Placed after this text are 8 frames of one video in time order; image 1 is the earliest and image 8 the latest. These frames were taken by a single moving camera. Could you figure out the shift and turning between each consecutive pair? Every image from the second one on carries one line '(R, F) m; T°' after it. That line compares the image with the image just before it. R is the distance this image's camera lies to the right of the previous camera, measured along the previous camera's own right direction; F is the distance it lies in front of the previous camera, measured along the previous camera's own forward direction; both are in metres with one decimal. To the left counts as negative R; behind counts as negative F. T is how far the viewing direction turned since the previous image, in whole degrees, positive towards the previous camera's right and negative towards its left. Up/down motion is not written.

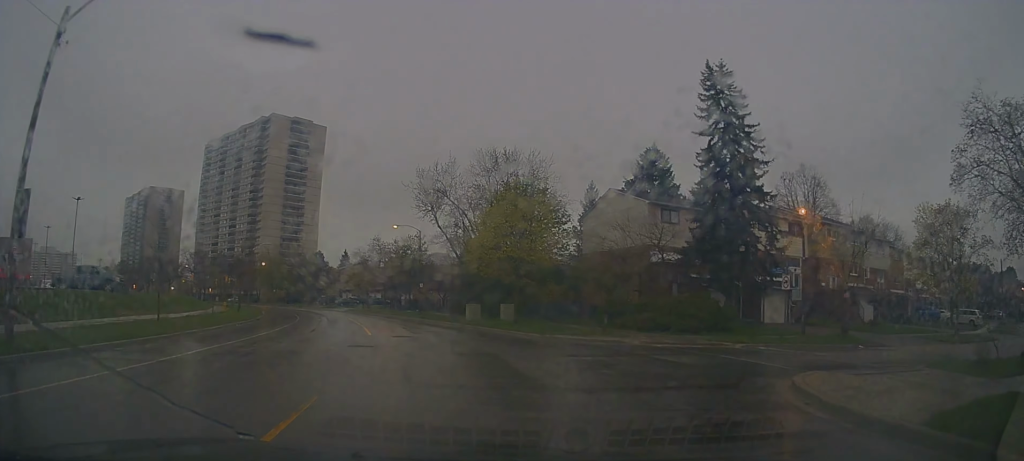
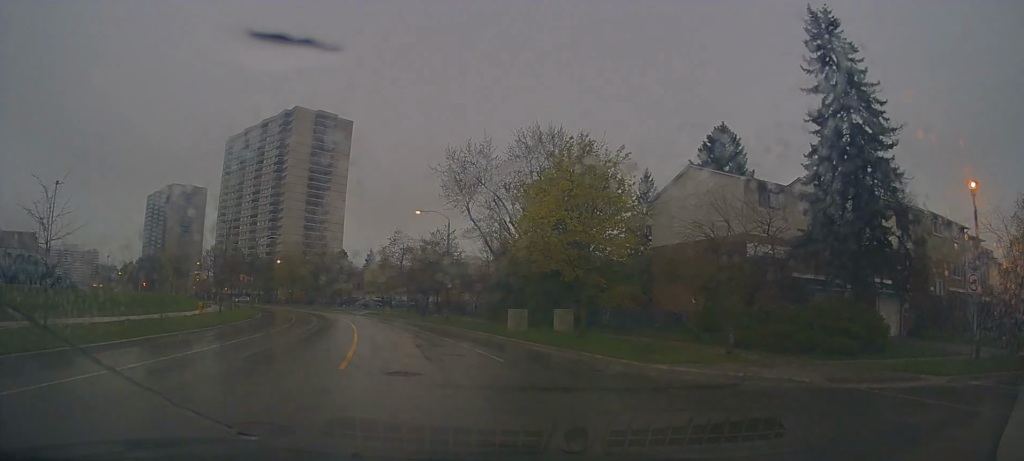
(-0.4, +9.4) m; -6°
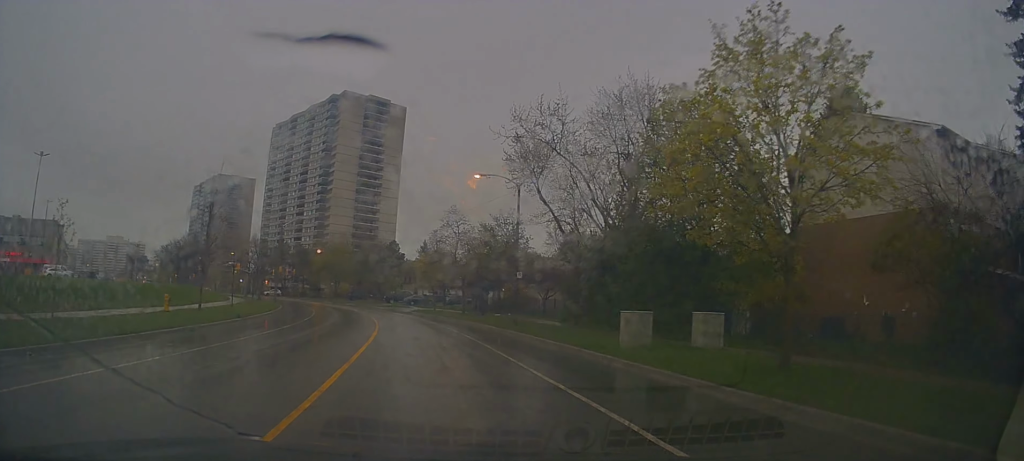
(-0.7, +11.0) m; -4°
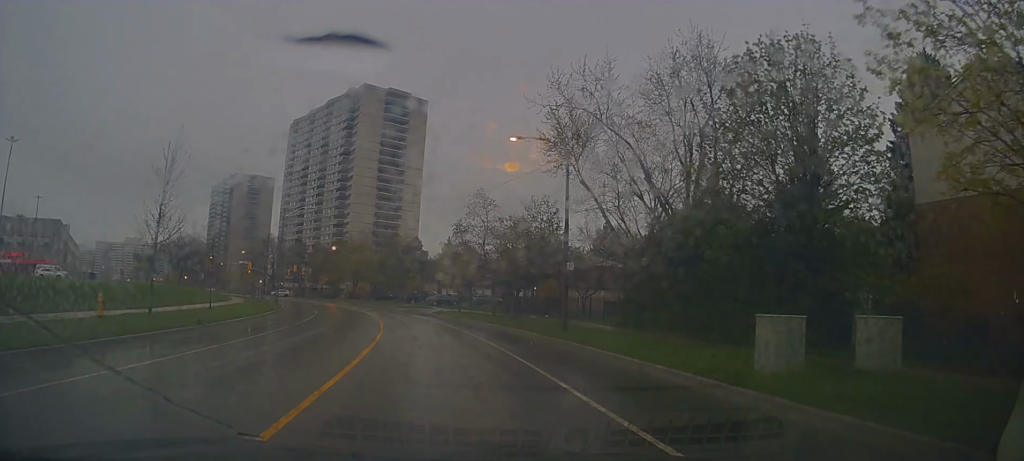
(+0.2, +6.8) m; -2°
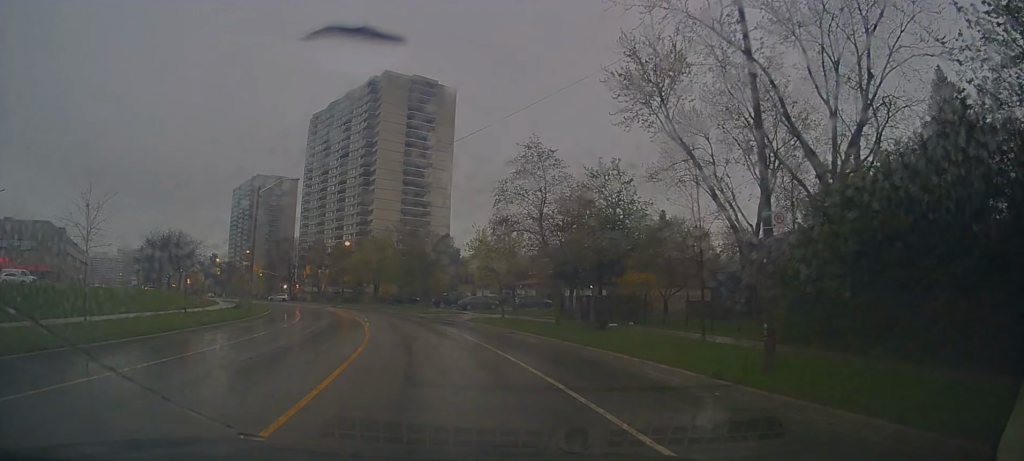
(-1.0, +13.5) m; -6°
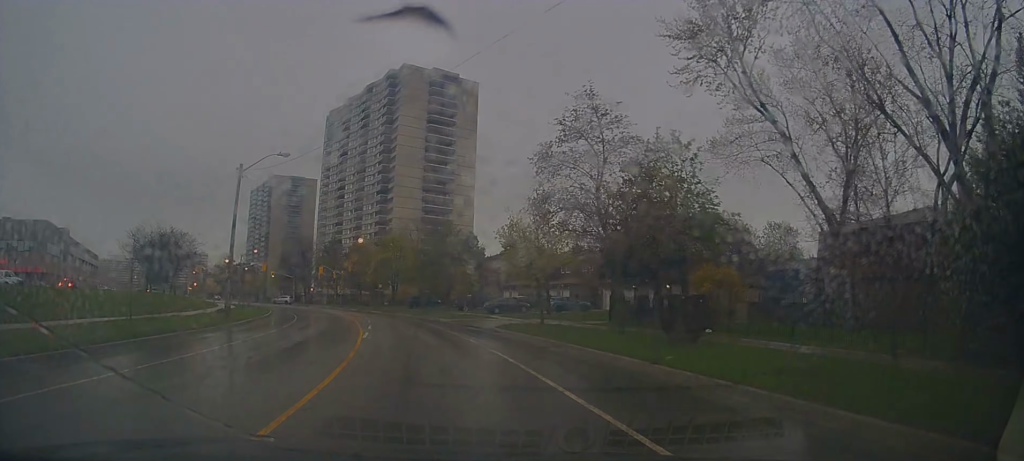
(-0.1, +6.8) m; -1°
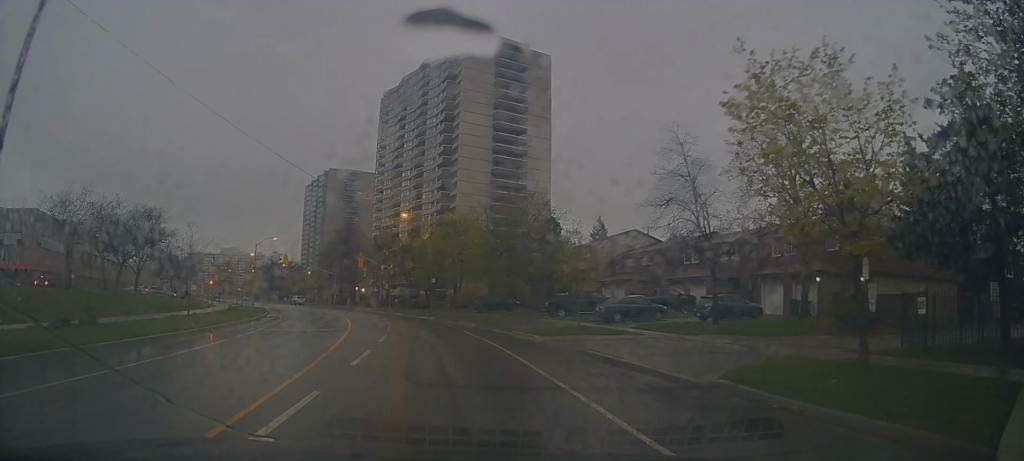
(-0.7, +19.9) m; -5°
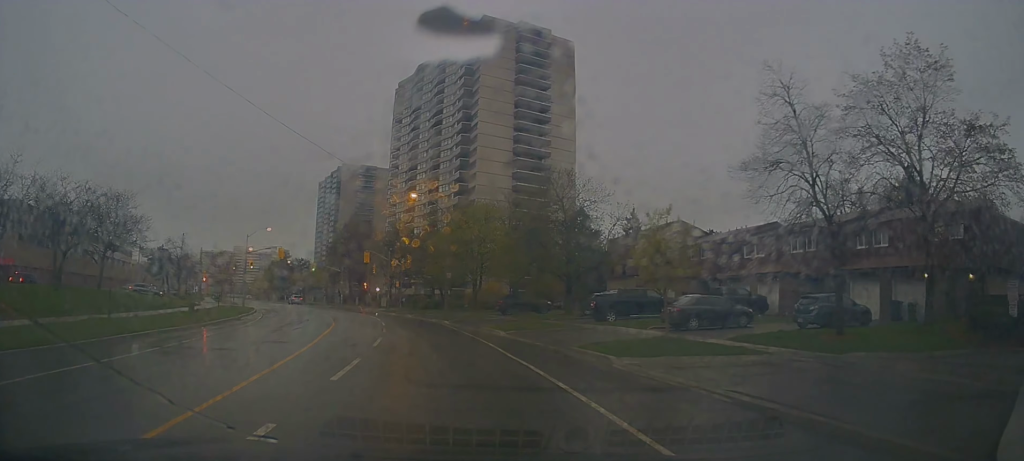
(-0.3, +8.4) m; -3°
